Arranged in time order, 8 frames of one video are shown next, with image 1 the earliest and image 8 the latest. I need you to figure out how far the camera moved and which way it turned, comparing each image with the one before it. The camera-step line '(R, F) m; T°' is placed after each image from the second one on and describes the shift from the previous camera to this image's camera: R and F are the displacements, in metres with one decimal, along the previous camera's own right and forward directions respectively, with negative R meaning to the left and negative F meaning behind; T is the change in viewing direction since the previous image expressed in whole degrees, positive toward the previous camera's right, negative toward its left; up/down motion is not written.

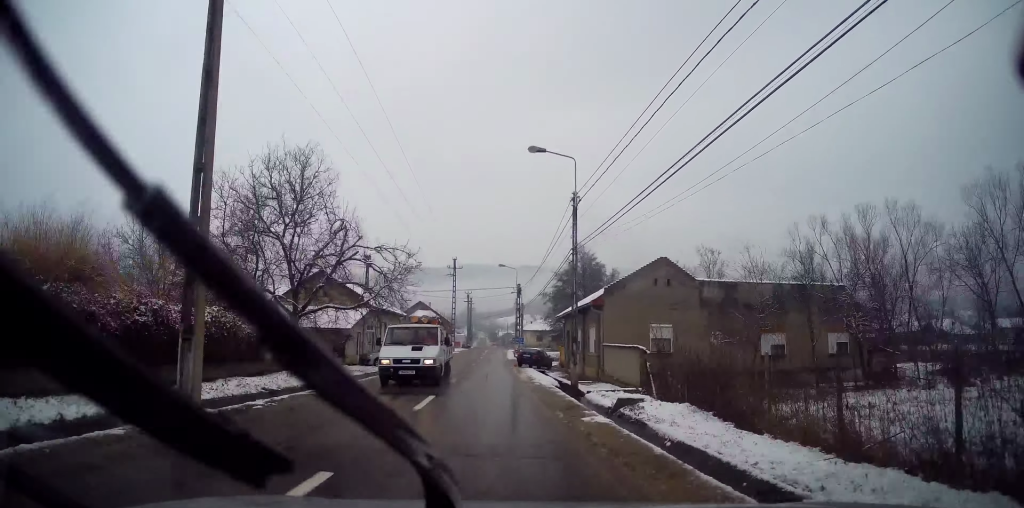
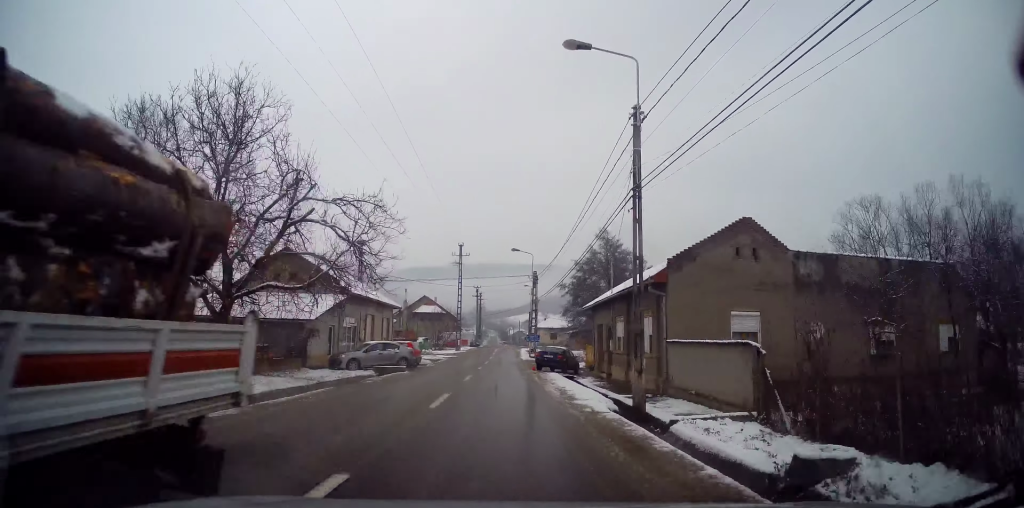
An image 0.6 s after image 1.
(0.0, +8.5) m; 0°
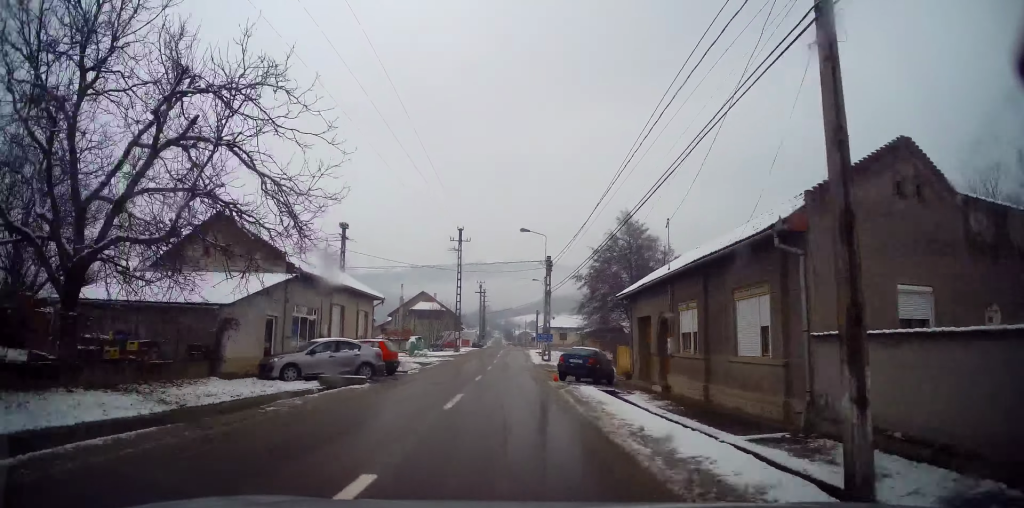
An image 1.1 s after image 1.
(0.0, +8.5) m; 0°
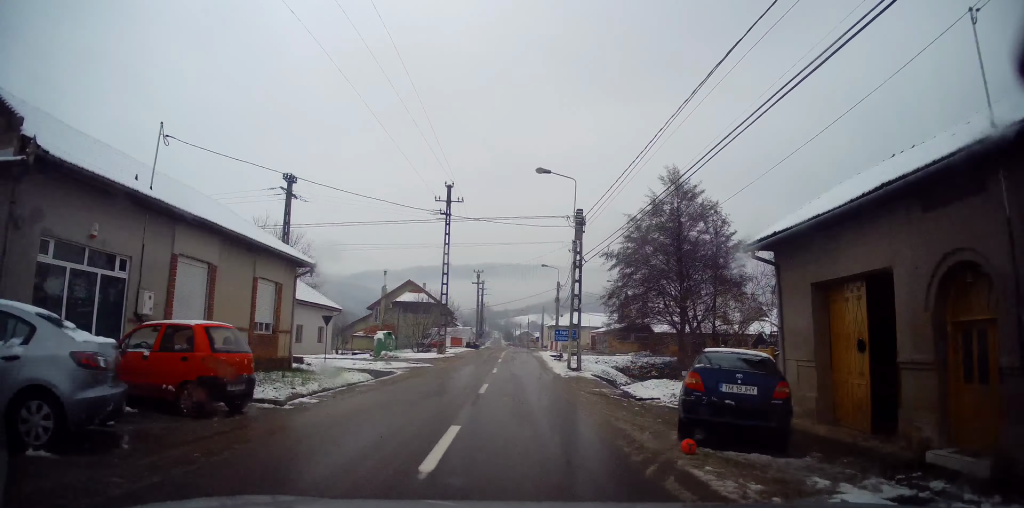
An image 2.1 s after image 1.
(0.0, +13.8) m; 0°
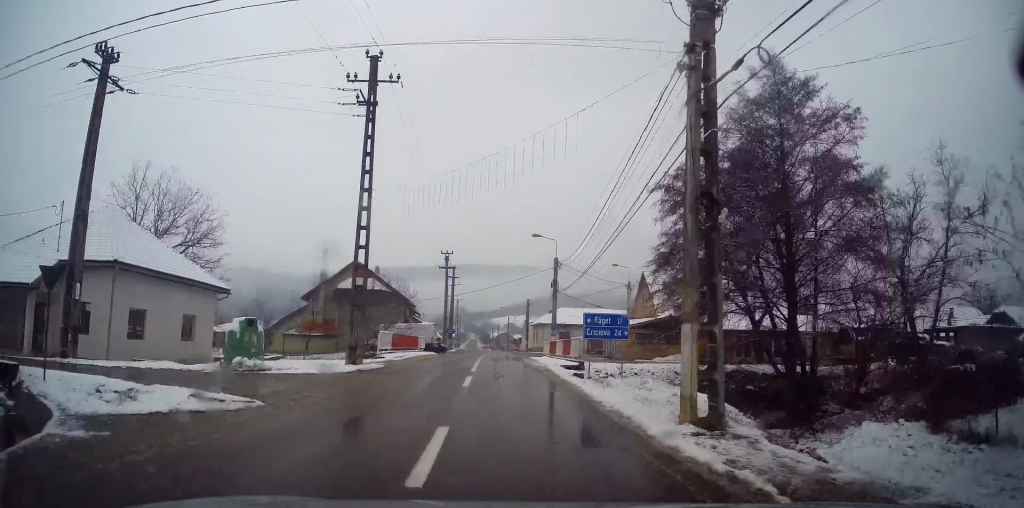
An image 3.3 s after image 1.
(+0.1, +17.6) m; -1°
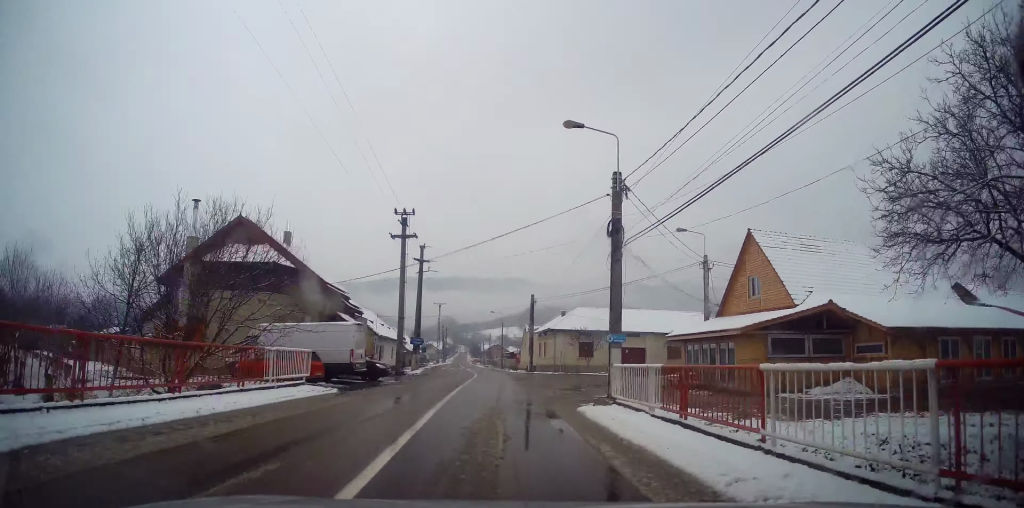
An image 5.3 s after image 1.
(+0.9, +26.6) m; +4°
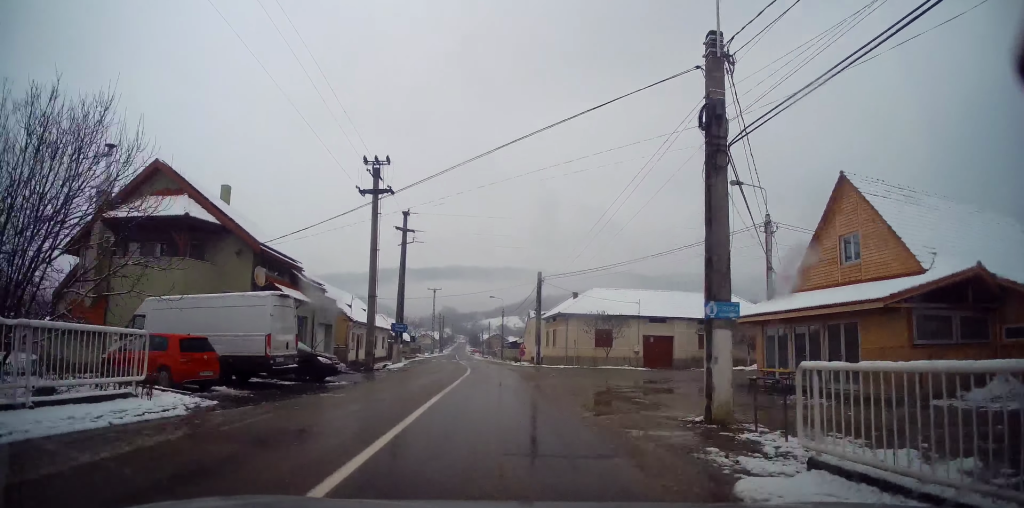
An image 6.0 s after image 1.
(-0.1, +9.1) m; -1°
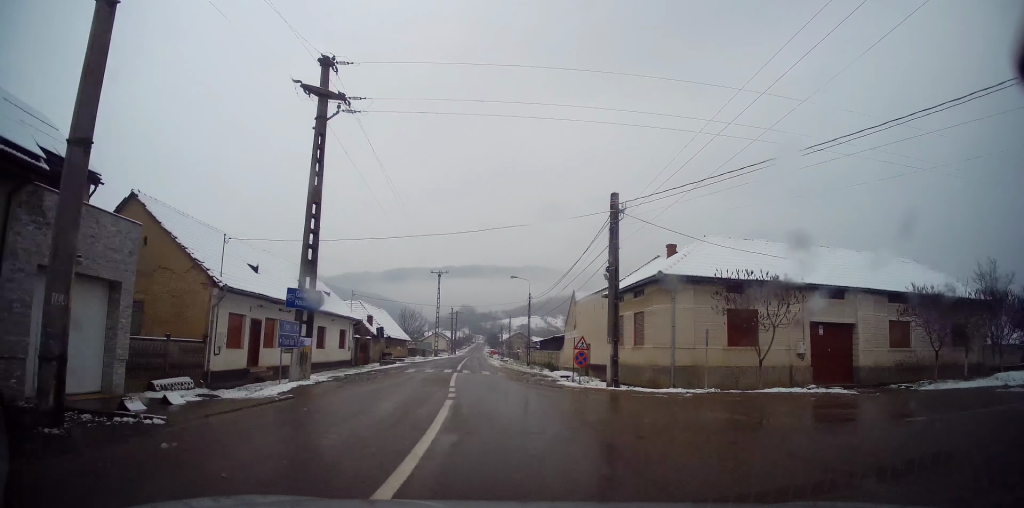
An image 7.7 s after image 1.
(-0.3, +22.4) m; -2°
